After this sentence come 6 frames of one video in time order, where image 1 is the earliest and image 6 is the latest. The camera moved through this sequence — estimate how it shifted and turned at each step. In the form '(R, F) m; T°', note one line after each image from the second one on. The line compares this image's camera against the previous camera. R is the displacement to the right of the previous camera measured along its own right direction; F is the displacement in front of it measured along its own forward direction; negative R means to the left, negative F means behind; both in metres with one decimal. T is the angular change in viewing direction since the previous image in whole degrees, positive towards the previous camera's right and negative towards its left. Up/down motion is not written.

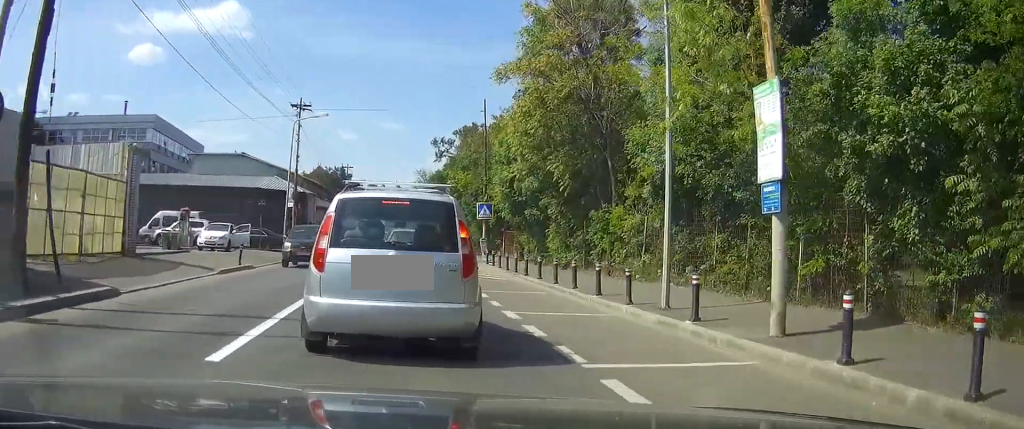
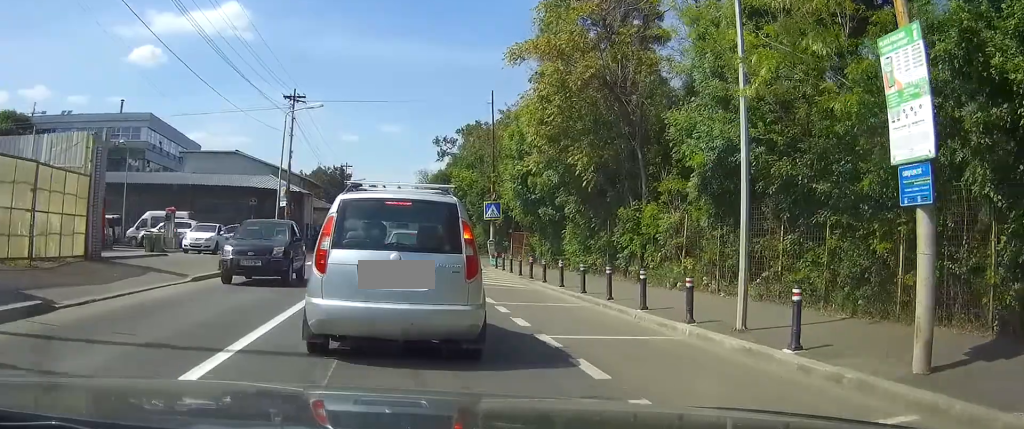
(0.0, +2.9) m; 0°
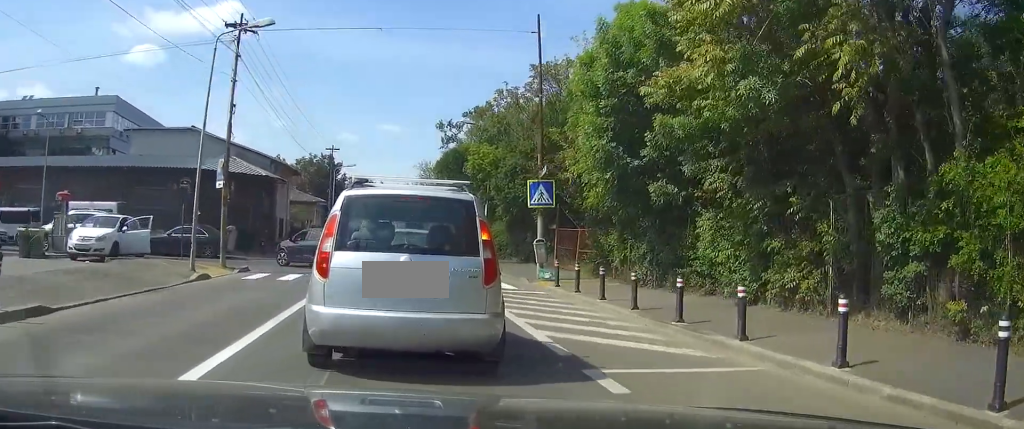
(+0.3, +13.8) m; +3°
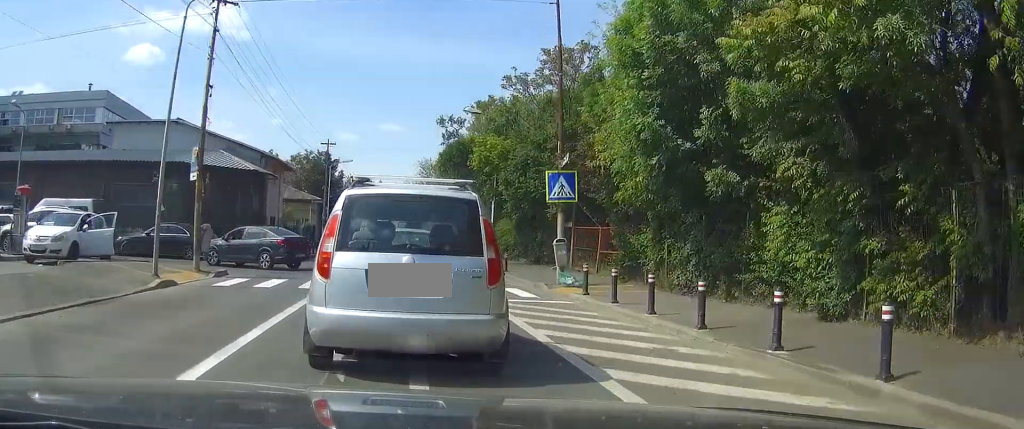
(0.0, +3.4) m; 0°
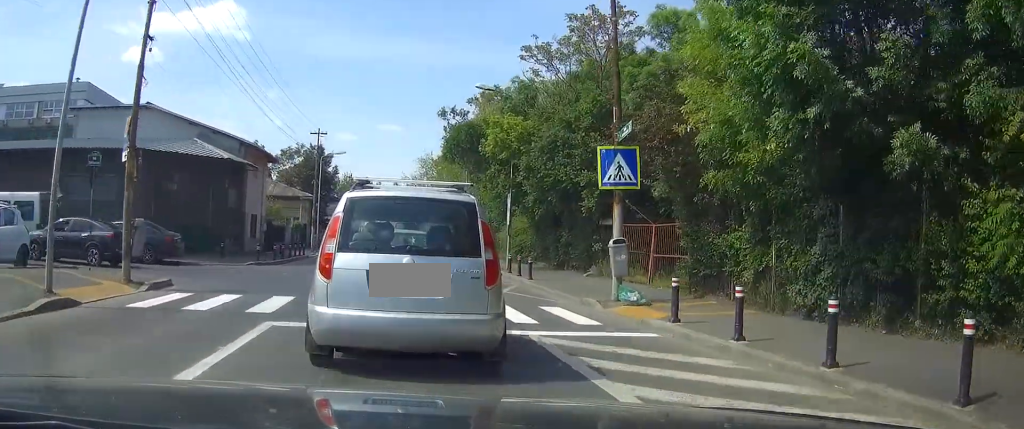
(-0.1, +5.8) m; -3°
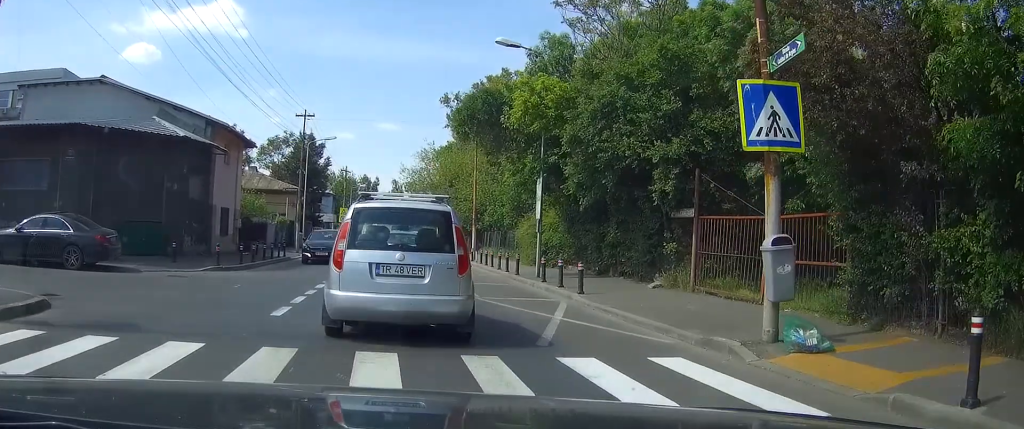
(-0.3, +6.4) m; -3°
